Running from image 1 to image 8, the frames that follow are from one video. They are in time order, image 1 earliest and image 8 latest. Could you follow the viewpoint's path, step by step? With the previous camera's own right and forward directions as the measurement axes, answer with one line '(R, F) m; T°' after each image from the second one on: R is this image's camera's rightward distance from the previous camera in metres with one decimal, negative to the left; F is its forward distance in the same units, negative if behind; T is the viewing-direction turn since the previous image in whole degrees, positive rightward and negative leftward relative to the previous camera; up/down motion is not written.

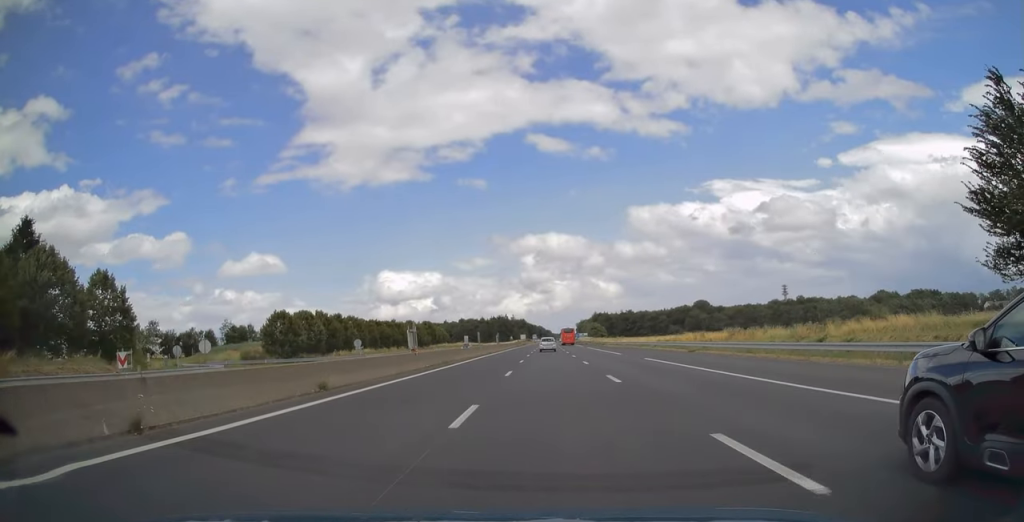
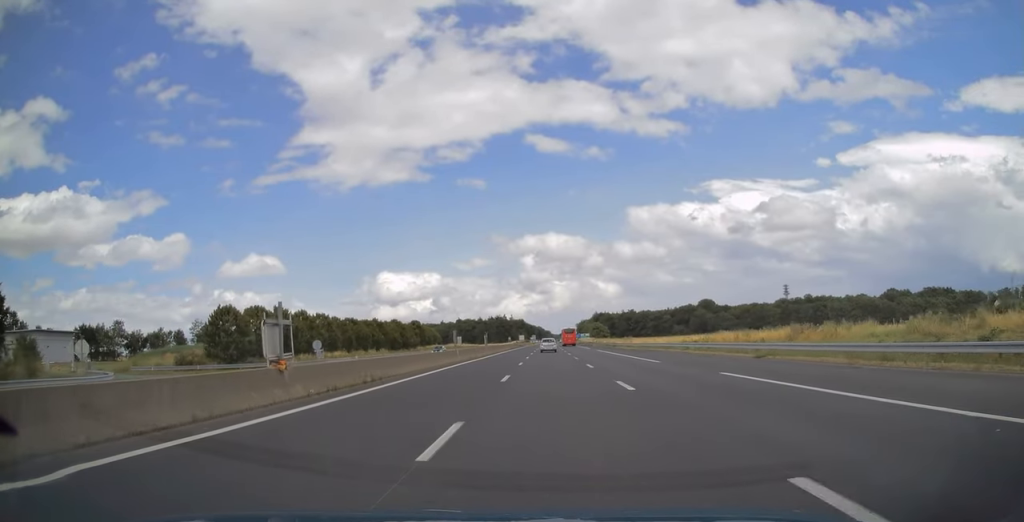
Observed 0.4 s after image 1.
(+0.1, +15.6) m; 0°
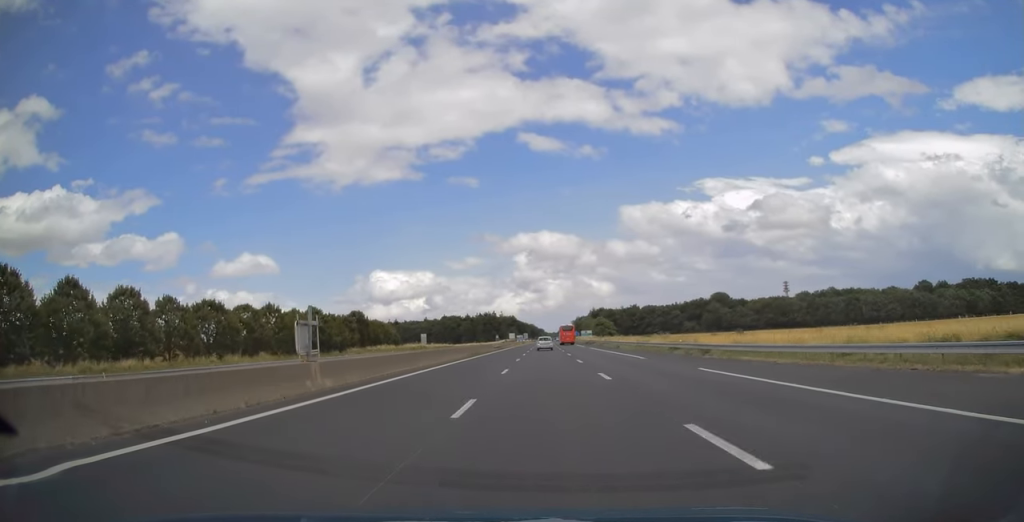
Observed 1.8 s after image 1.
(0.0, +48.9) m; 0°
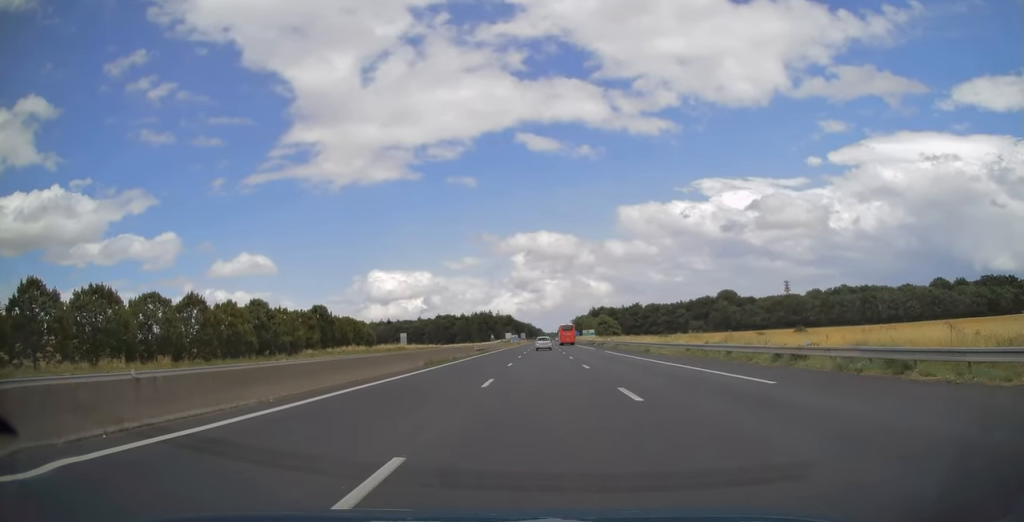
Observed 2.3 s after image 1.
(-0.1, +19.6) m; 0°
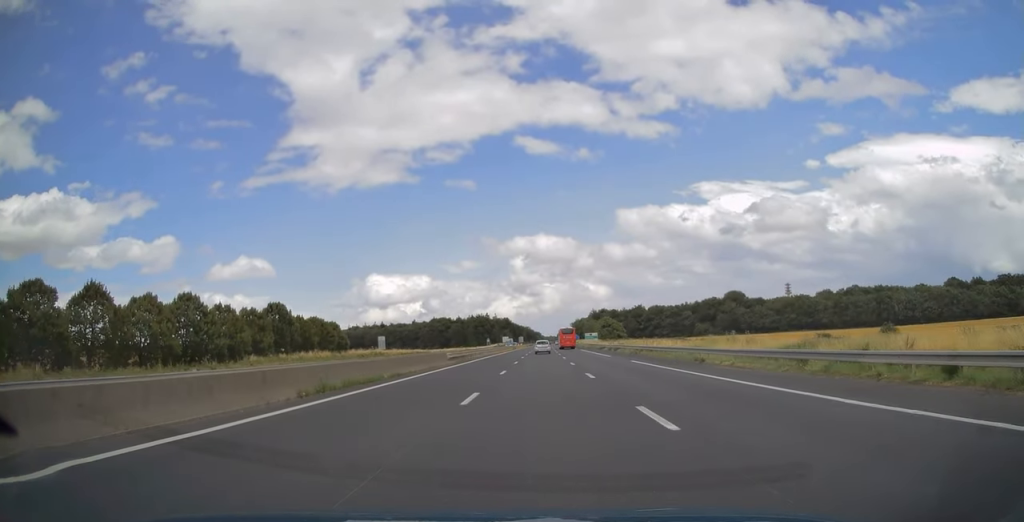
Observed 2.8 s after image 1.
(+0.1, +16.5) m; 0°
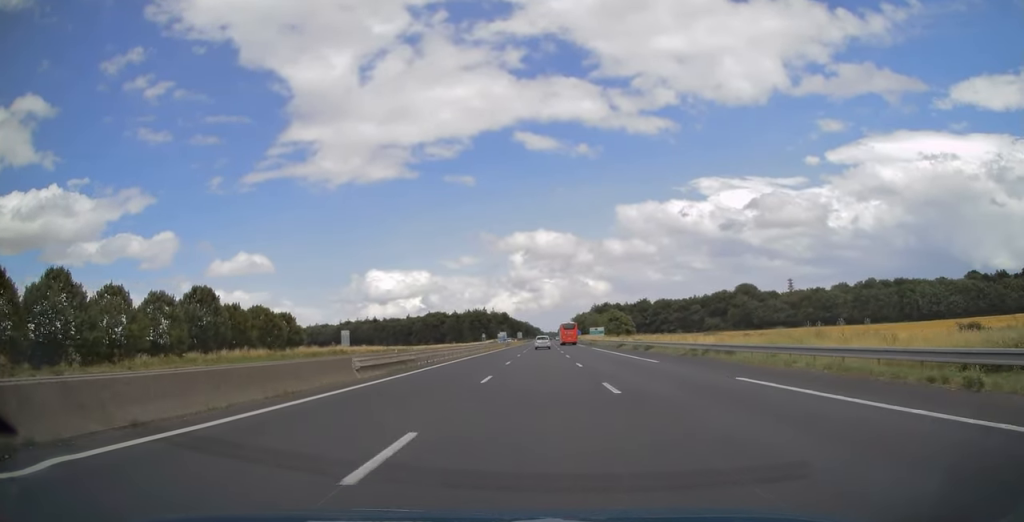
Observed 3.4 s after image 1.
(+0.2, +20.7) m; 0°
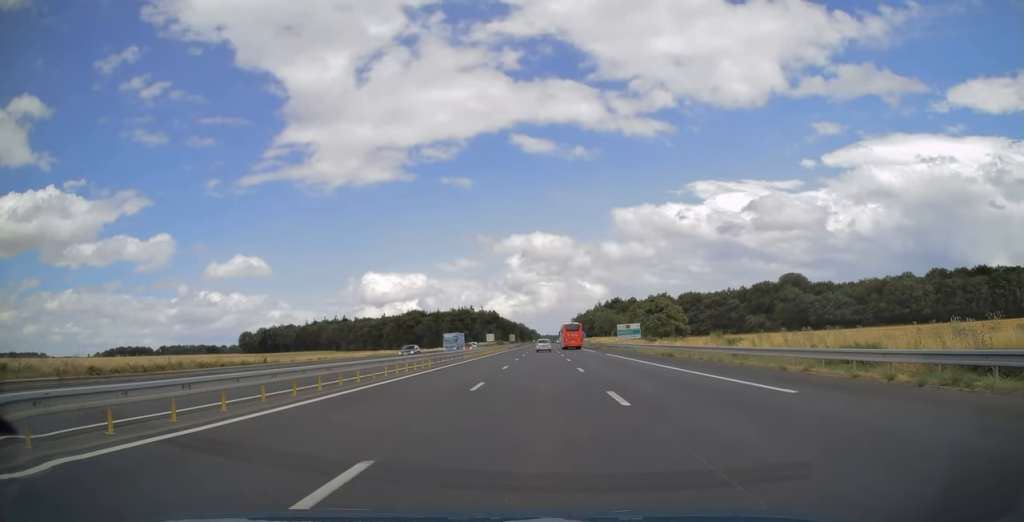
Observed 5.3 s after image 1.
(0.0, +67.4) m; +1°
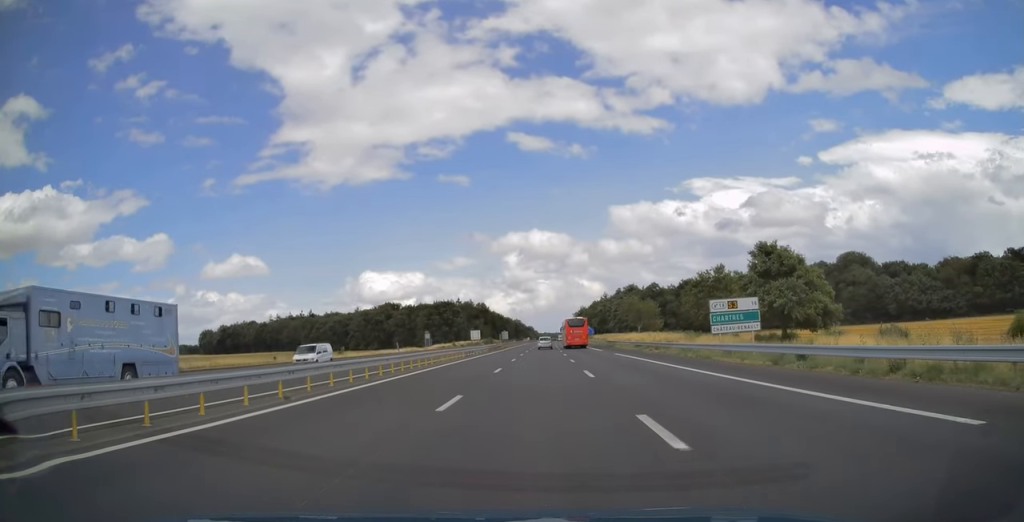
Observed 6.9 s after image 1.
(+0.1, +57.4) m; 0°
